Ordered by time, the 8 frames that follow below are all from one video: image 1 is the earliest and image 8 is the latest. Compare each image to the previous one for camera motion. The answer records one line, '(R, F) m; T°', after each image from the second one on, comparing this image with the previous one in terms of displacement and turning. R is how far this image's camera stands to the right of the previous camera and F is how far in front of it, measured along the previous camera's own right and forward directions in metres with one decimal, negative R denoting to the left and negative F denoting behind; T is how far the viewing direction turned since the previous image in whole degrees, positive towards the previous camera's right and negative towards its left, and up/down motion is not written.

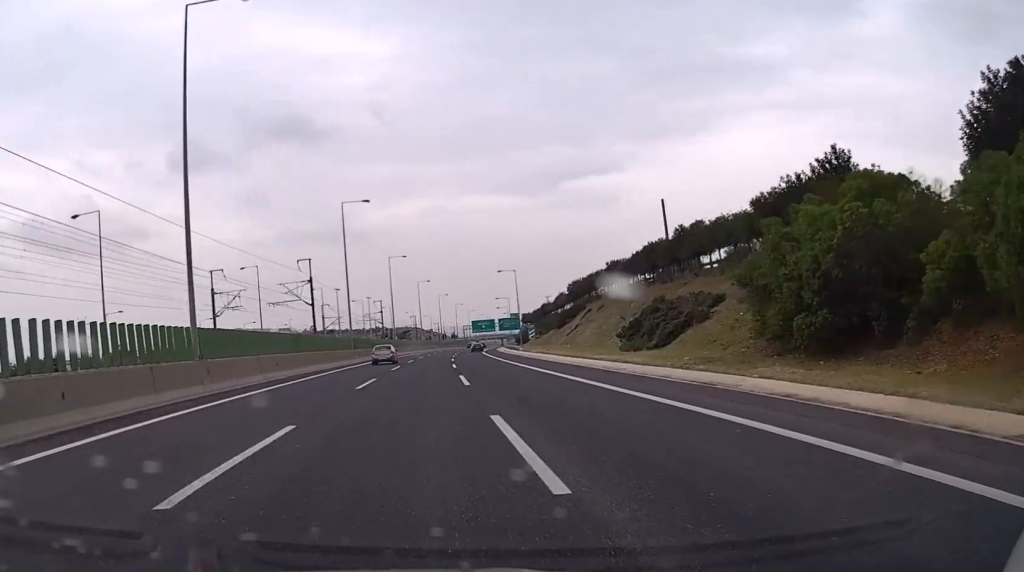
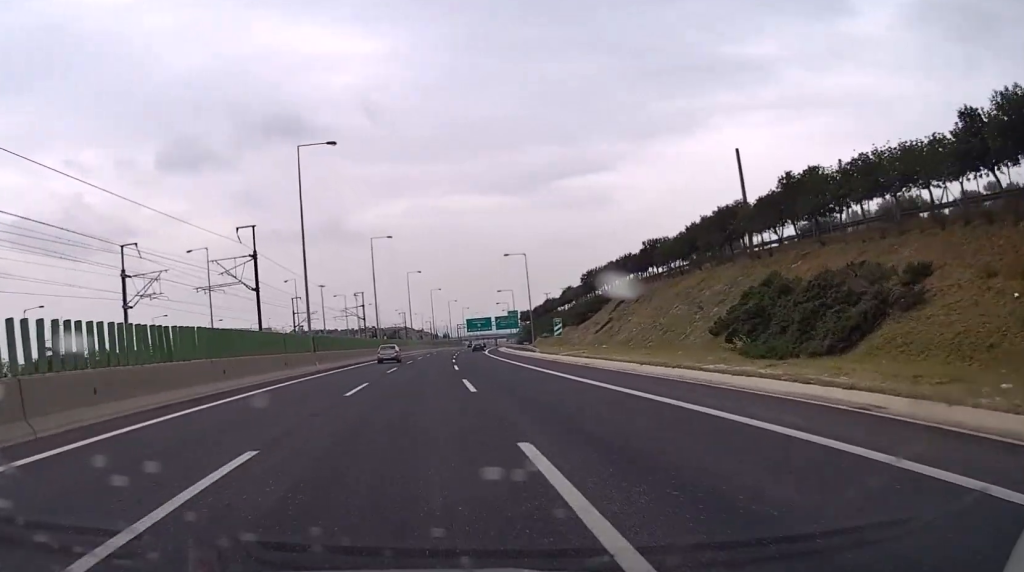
(+0.1, +21.8) m; +1°
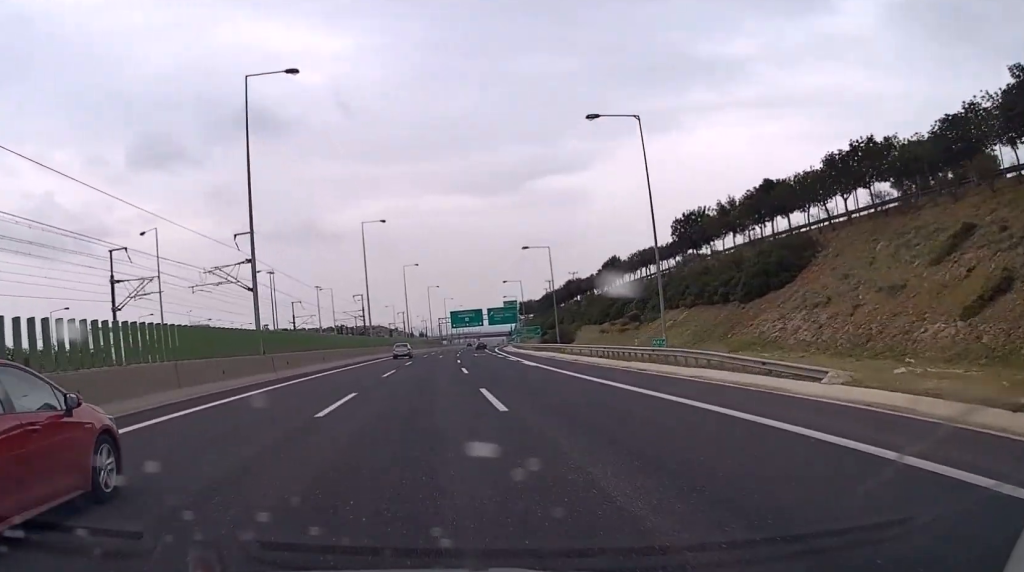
(+0.6, +60.5) m; +1°
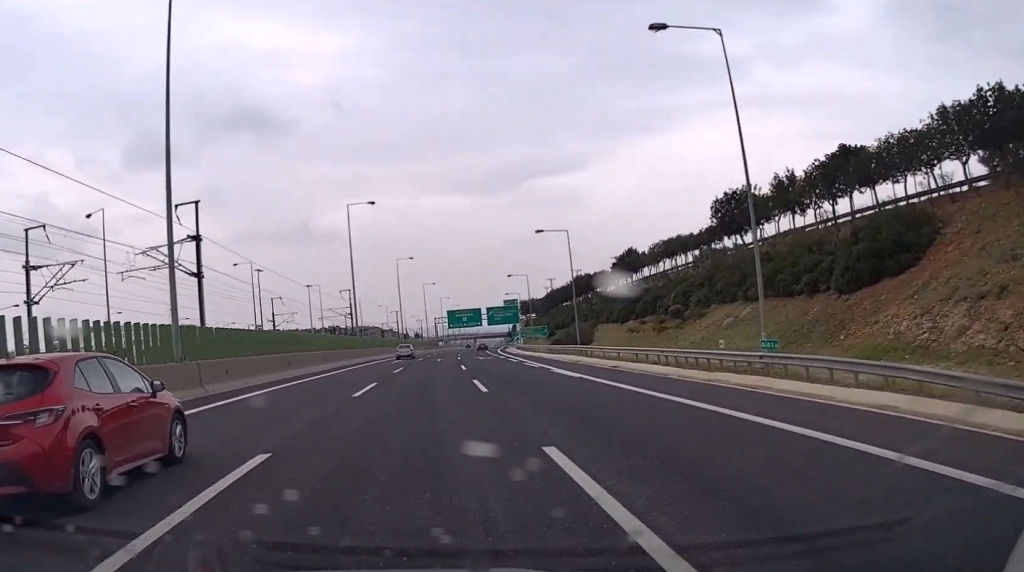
(0.0, +11.9) m; 0°
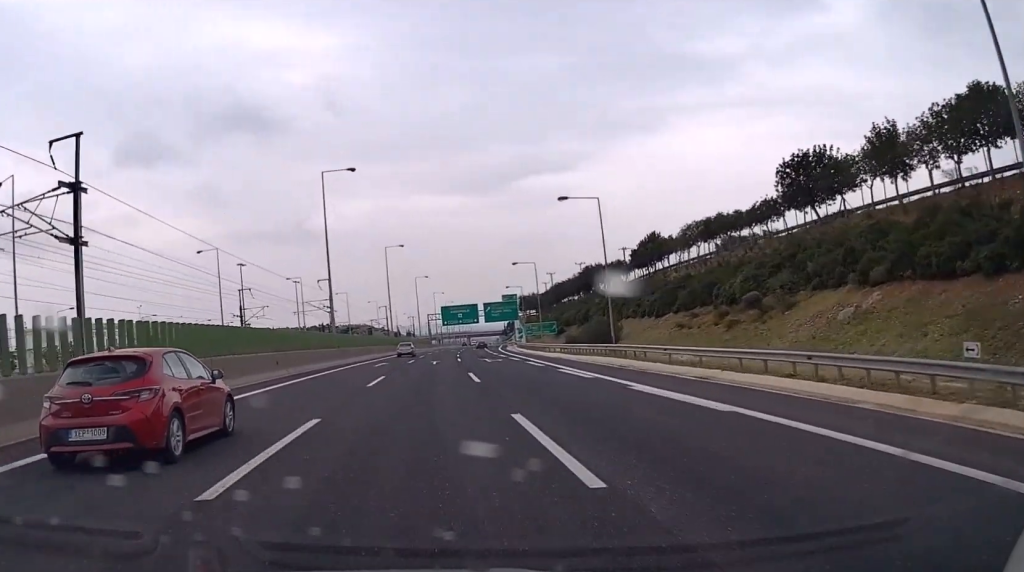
(+0.1, +14.0) m; +1°
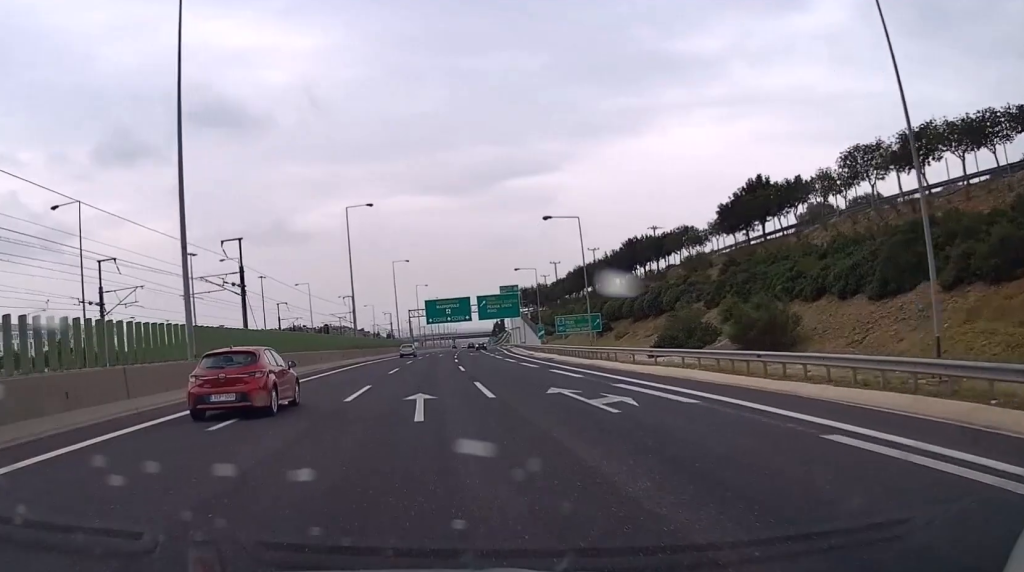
(+0.5, +34.9) m; +1°
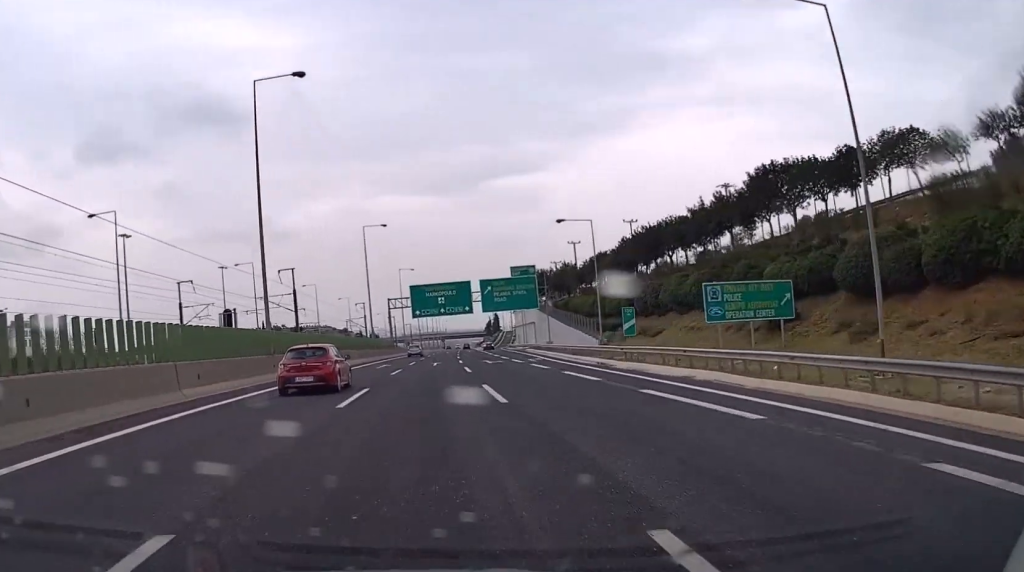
(+0.3, +37.8) m; +1°
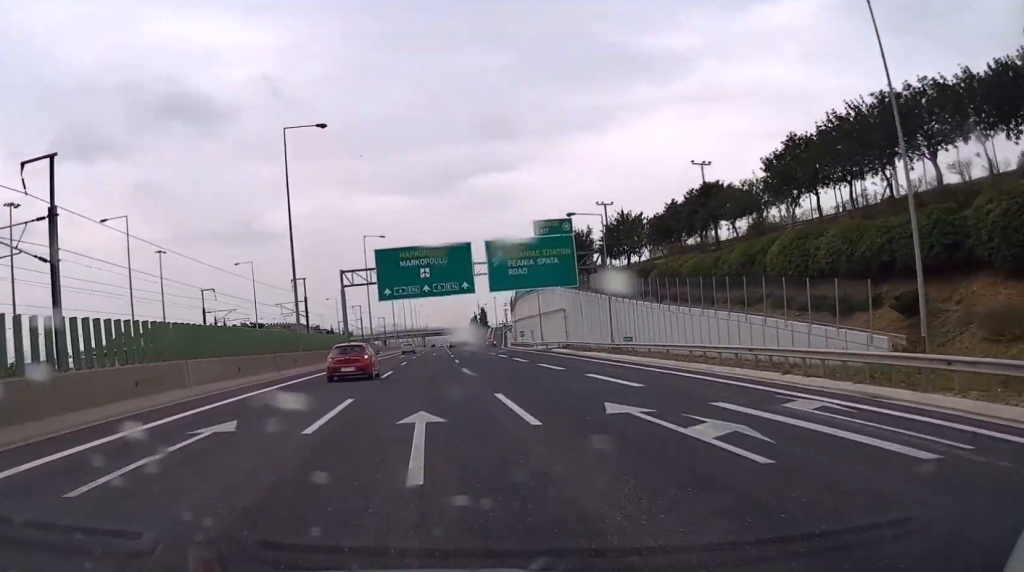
(+0.5, +40.8) m; +1°
